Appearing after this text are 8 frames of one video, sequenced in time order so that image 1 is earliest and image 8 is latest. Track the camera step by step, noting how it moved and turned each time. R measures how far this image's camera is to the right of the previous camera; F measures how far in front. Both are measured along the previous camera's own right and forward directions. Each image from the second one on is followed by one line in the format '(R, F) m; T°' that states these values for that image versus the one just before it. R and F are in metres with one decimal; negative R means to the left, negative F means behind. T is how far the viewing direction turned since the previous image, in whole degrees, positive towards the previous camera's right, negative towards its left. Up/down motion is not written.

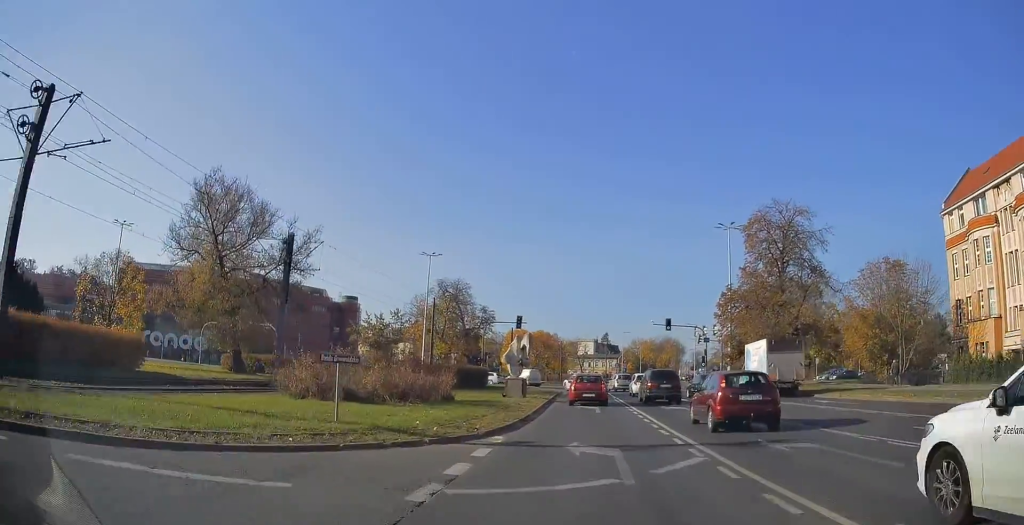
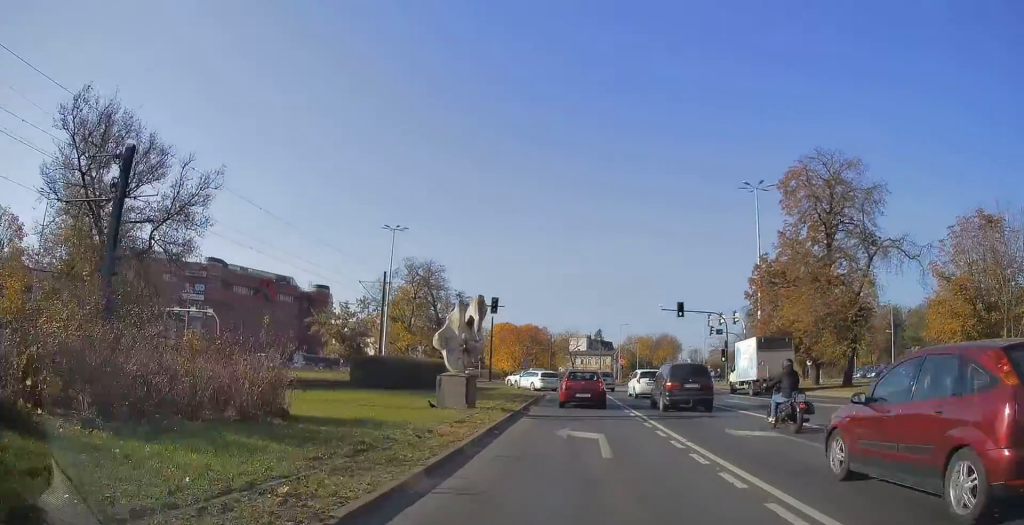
(0.0, +13.1) m; +2°
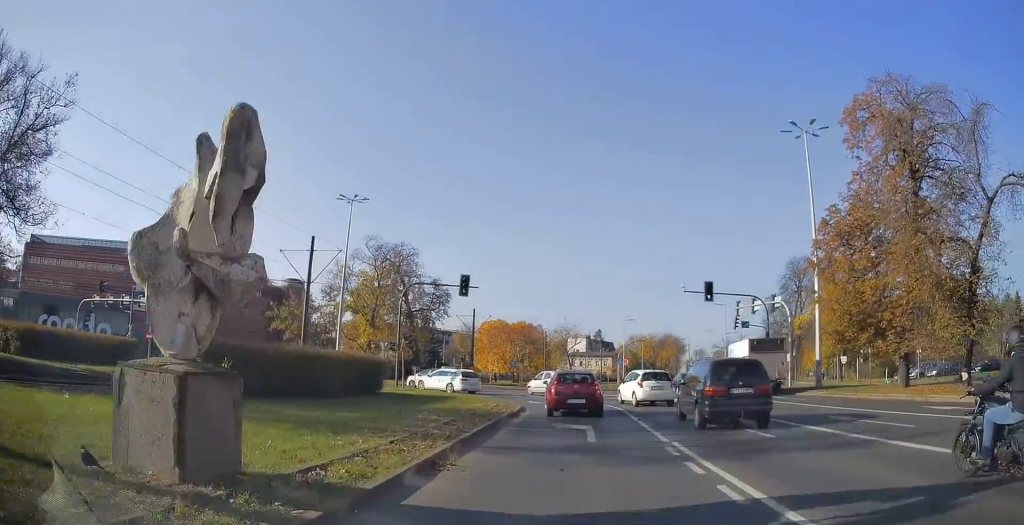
(+0.4, +13.2) m; 0°
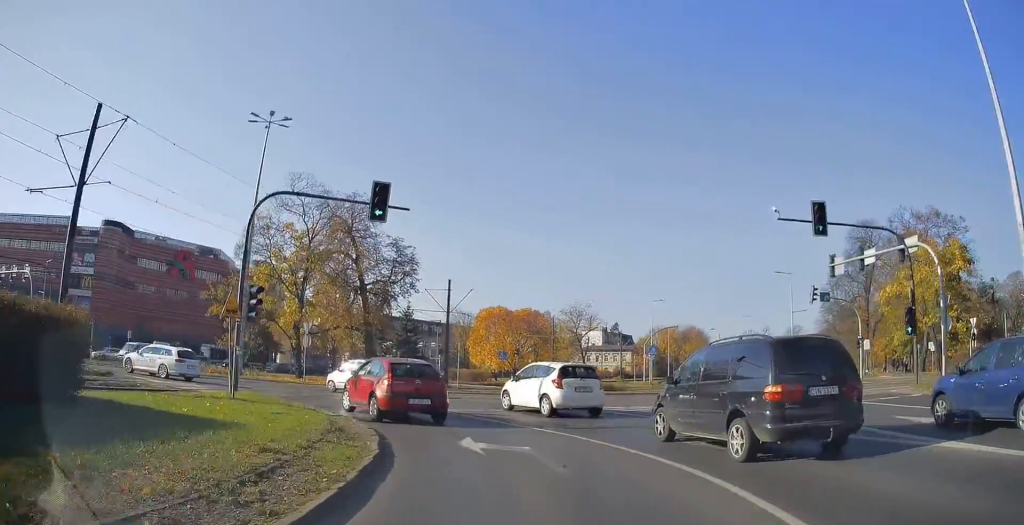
(-0.8, +19.3) m; -3°
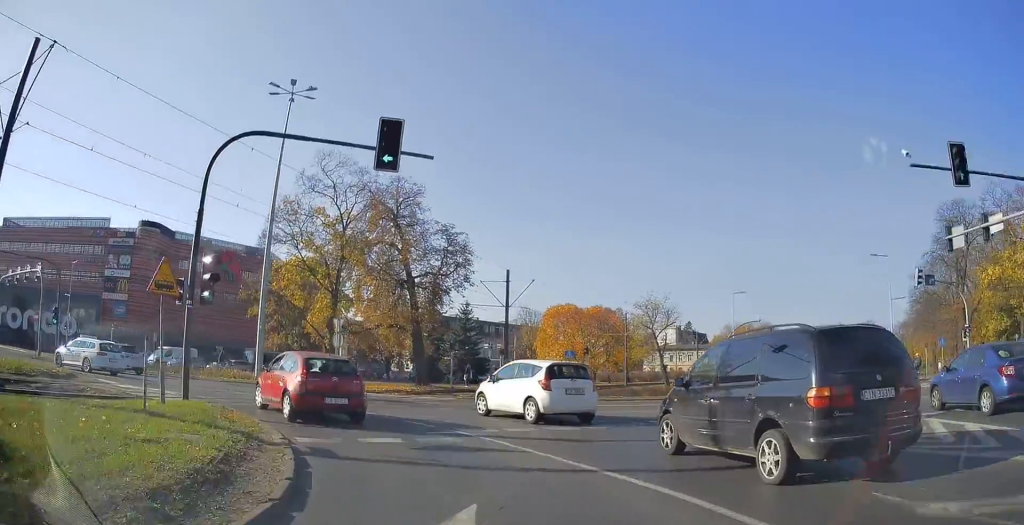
(0.0, +6.1) m; -5°
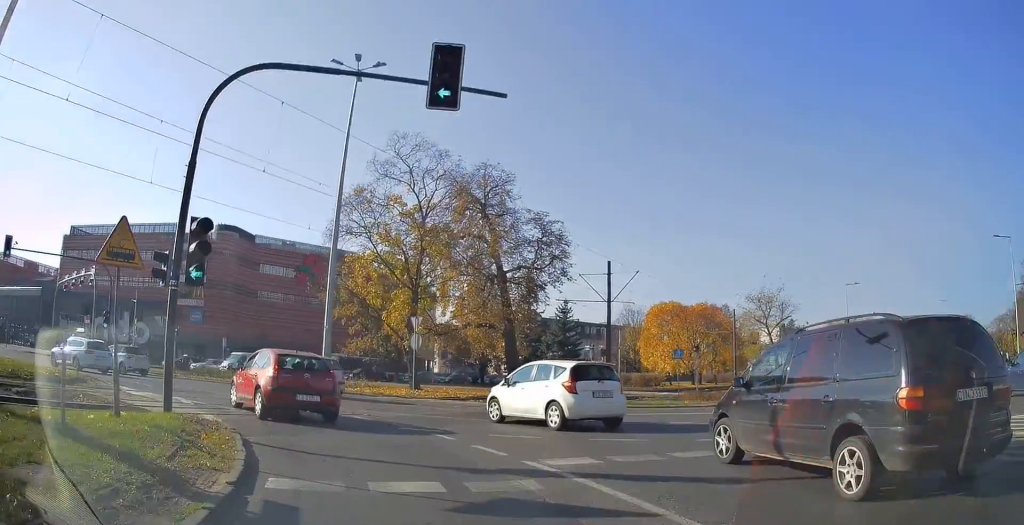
(+0.4, +4.6) m; -6°
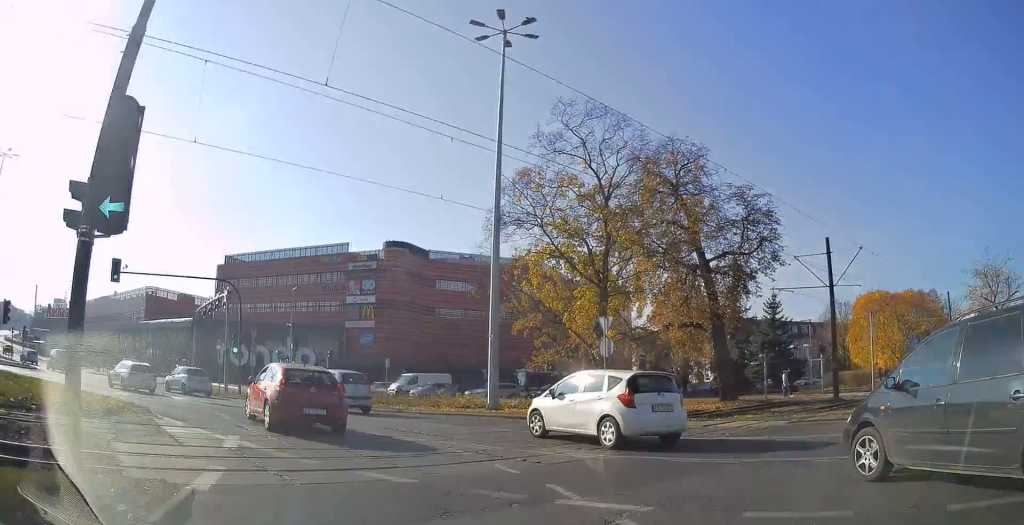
(-1.4, +6.3) m; -24°
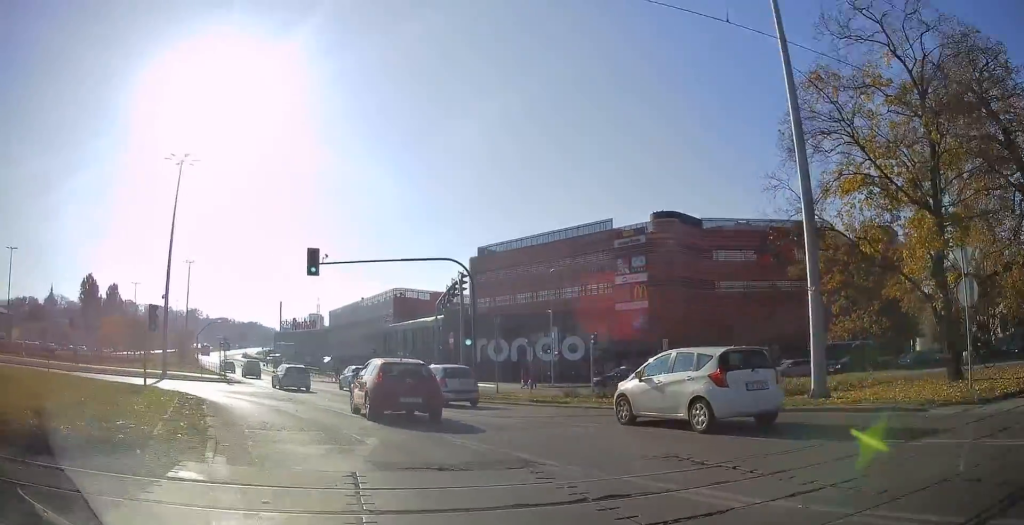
(-2.0, +7.5) m; -27°
